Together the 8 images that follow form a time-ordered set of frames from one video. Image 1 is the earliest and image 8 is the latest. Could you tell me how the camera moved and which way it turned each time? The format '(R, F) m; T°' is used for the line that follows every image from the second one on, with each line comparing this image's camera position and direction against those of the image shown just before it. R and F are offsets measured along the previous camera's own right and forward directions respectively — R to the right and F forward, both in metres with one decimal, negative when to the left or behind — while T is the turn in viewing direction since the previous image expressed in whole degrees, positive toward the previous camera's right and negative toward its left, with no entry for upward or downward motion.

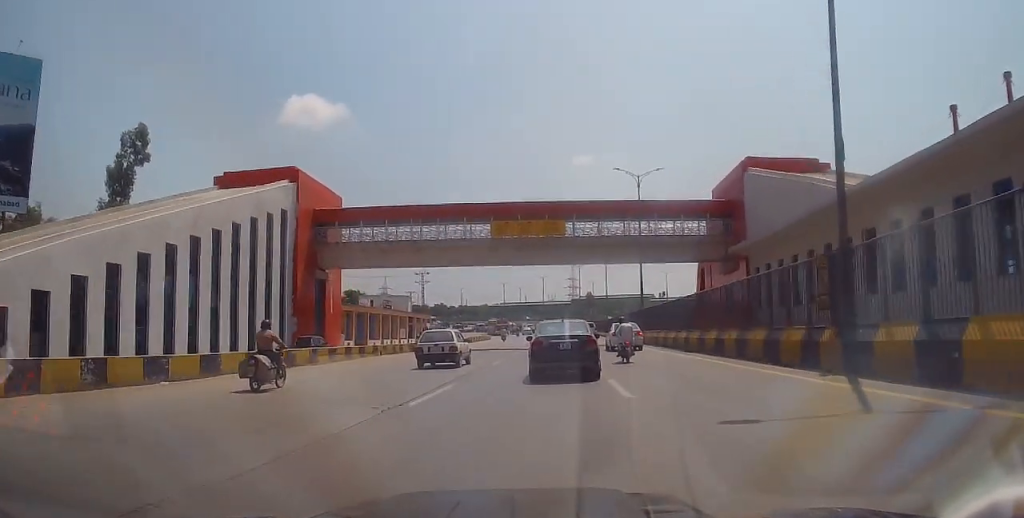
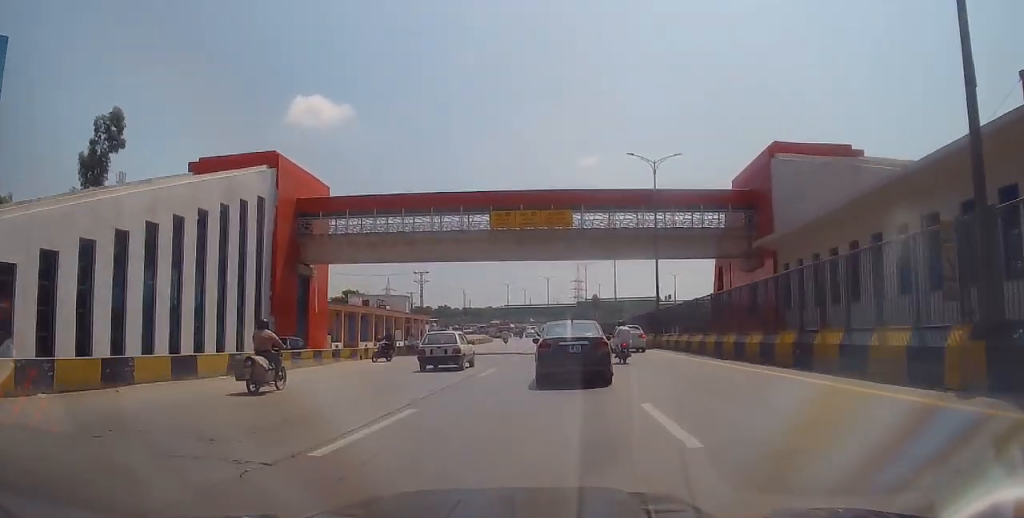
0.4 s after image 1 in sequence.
(+0.2, +4.9) m; +1°
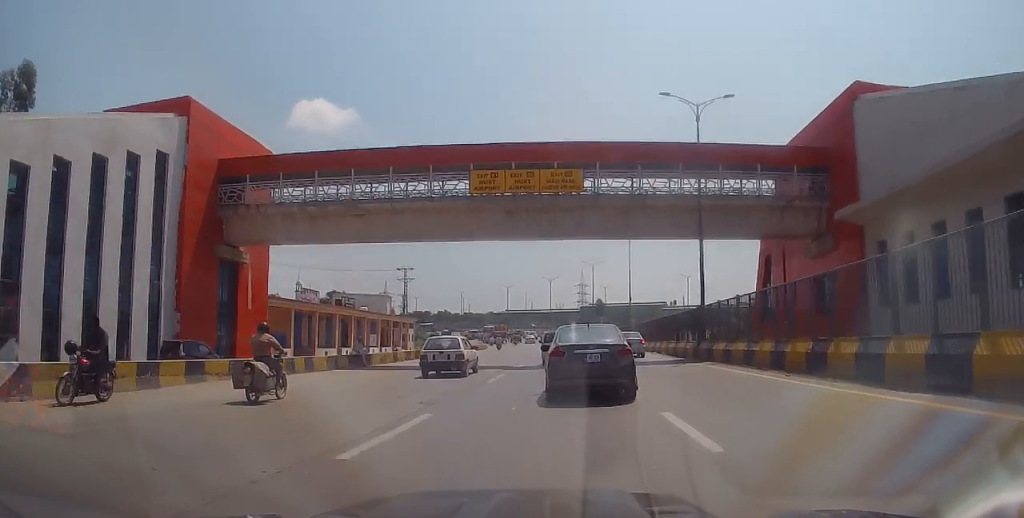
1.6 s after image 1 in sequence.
(-0.4, +12.1) m; -2°
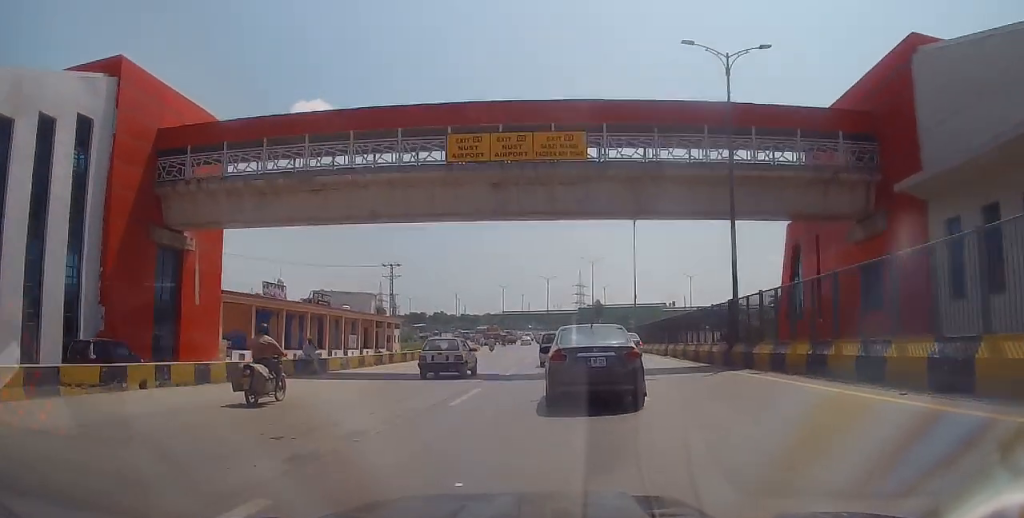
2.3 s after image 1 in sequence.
(0.0, +5.9) m; +1°
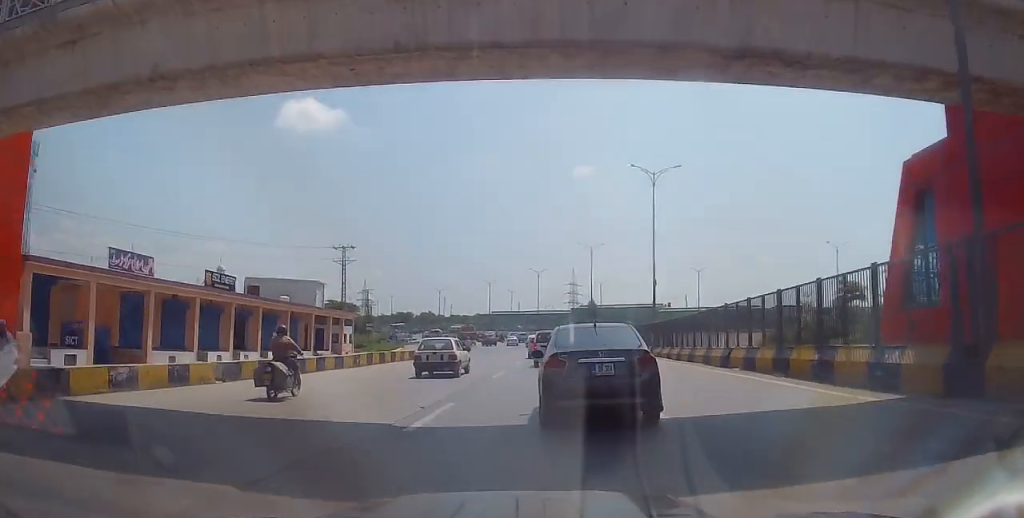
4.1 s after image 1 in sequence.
(+0.4, +15.4) m; 0°
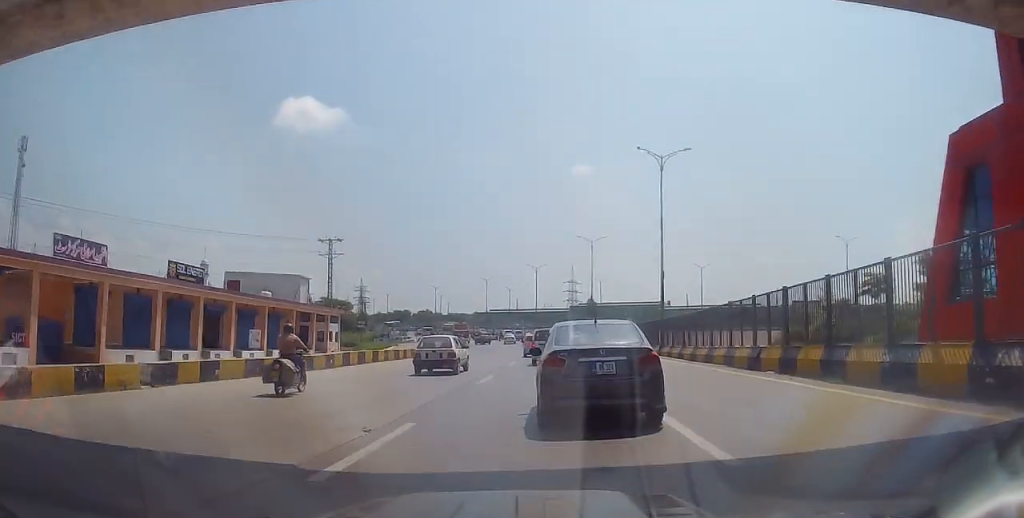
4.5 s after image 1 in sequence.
(0.0, +3.7) m; -1°
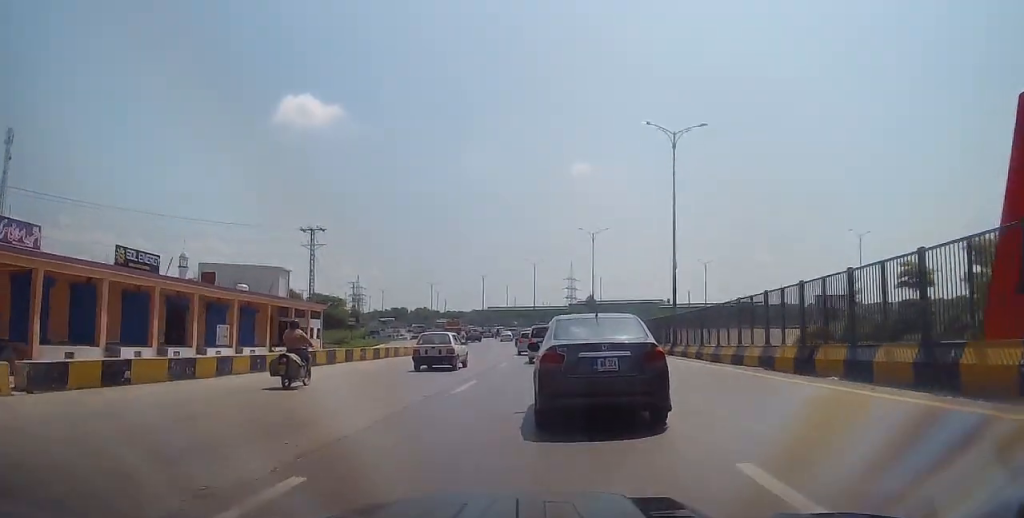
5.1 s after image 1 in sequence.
(-0.1, +4.2) m; +1°
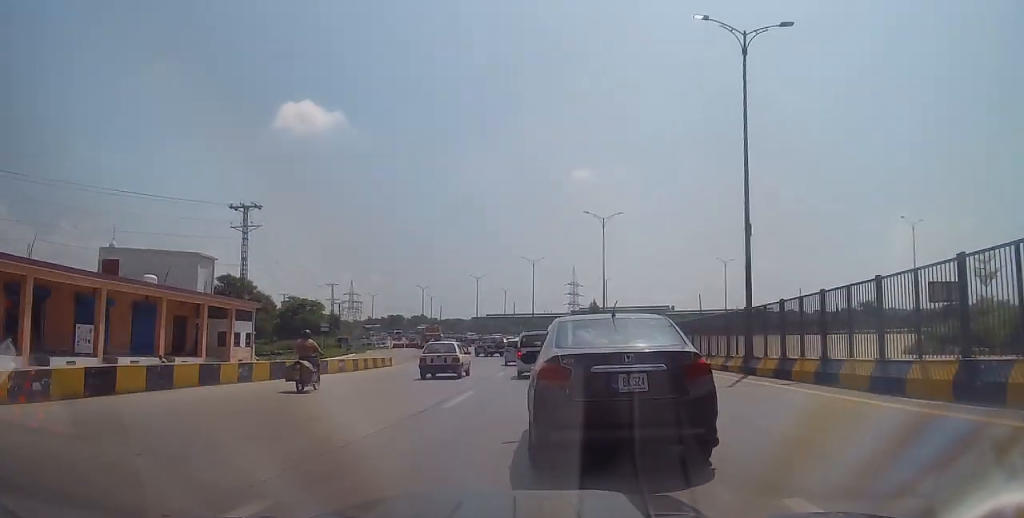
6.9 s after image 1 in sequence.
(+0.3, +13.0) m; 0°
